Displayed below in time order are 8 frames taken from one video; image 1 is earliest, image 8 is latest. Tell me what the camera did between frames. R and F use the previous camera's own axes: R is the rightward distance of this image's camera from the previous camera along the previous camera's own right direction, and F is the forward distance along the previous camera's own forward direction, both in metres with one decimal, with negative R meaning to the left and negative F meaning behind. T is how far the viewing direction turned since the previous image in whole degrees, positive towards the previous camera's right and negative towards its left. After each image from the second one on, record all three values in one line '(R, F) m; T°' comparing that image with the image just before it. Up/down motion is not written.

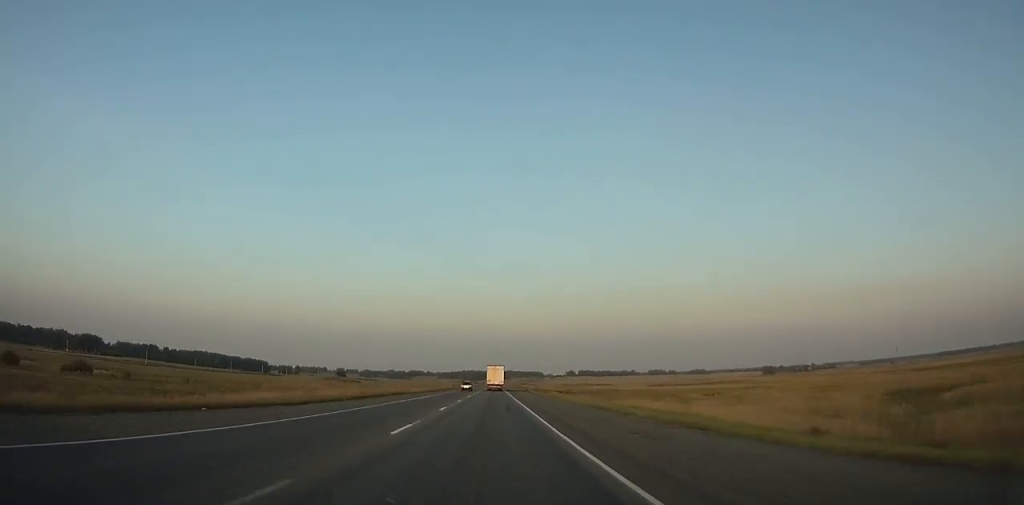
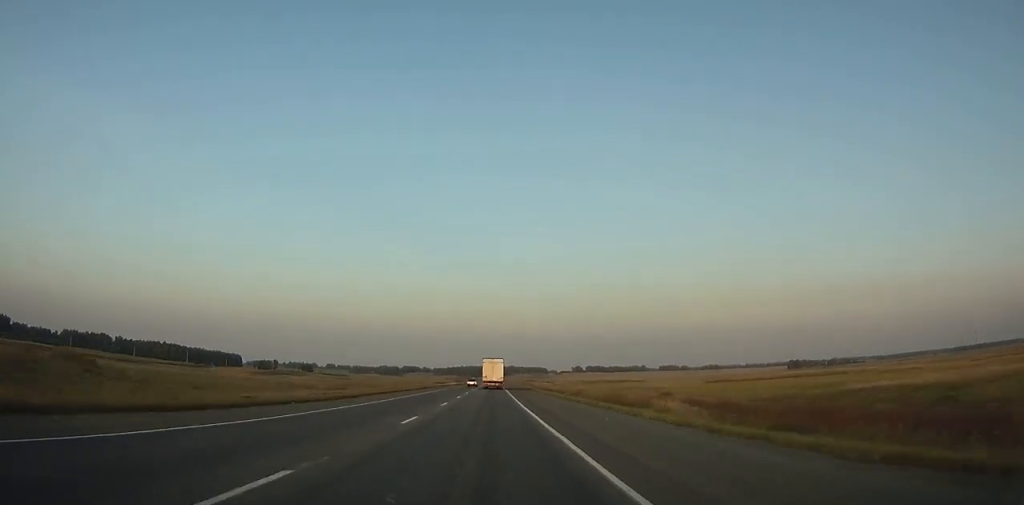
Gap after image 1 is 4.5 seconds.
(-0.2, +116.9) m; 0°
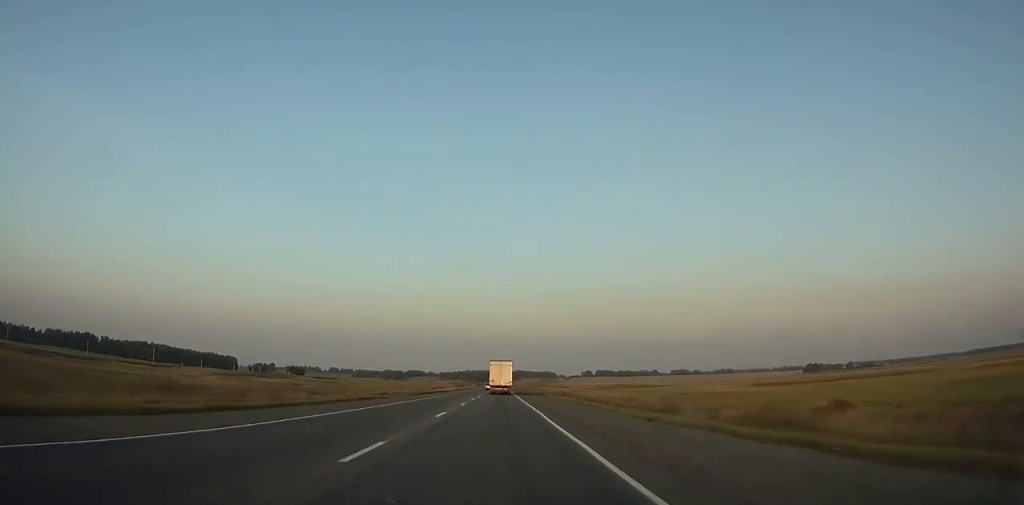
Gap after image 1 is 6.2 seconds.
(0.0, +44.7) m; 0°
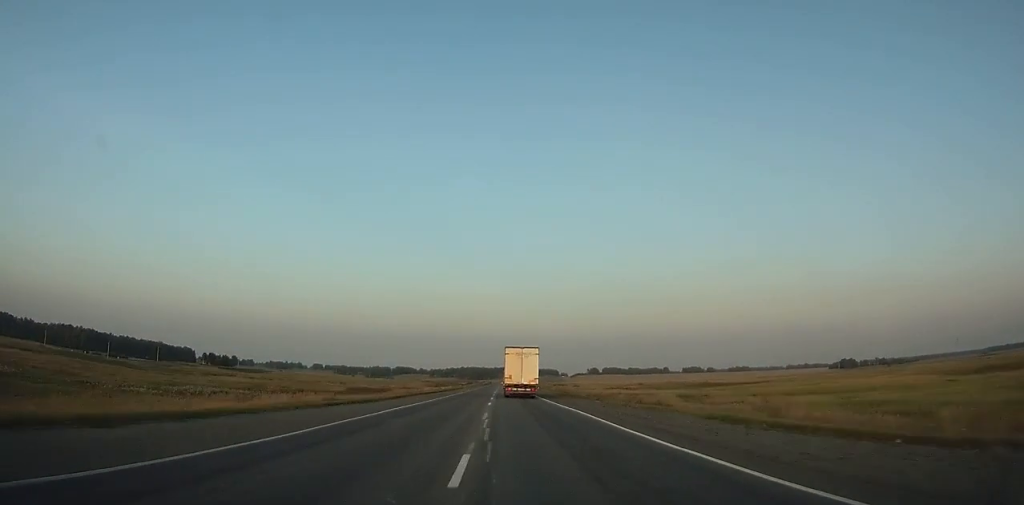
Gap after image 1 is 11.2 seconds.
(-0.6, +135.2) m; 0°
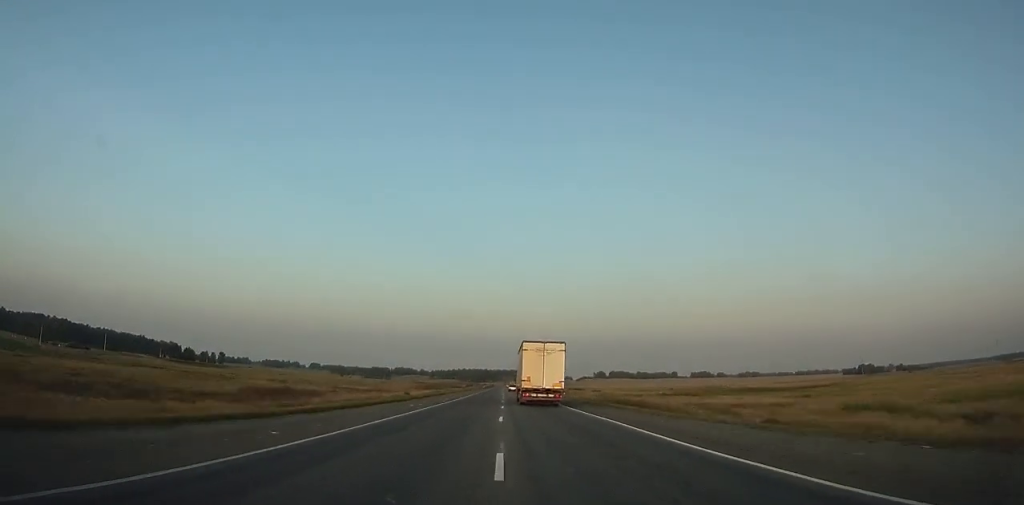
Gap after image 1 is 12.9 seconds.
(+0.1, +47.2) m; 0°
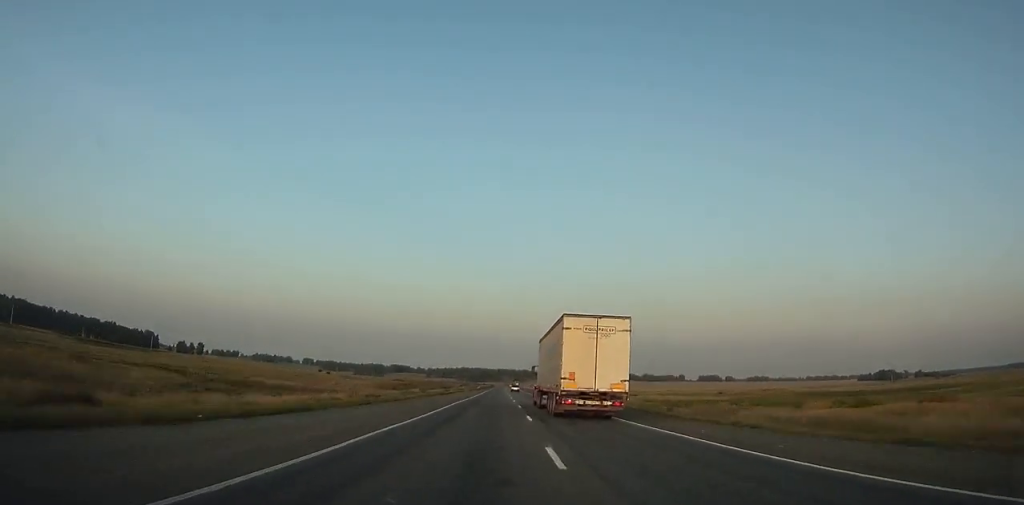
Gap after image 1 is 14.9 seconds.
(-0.2, +57.4) m; 0°
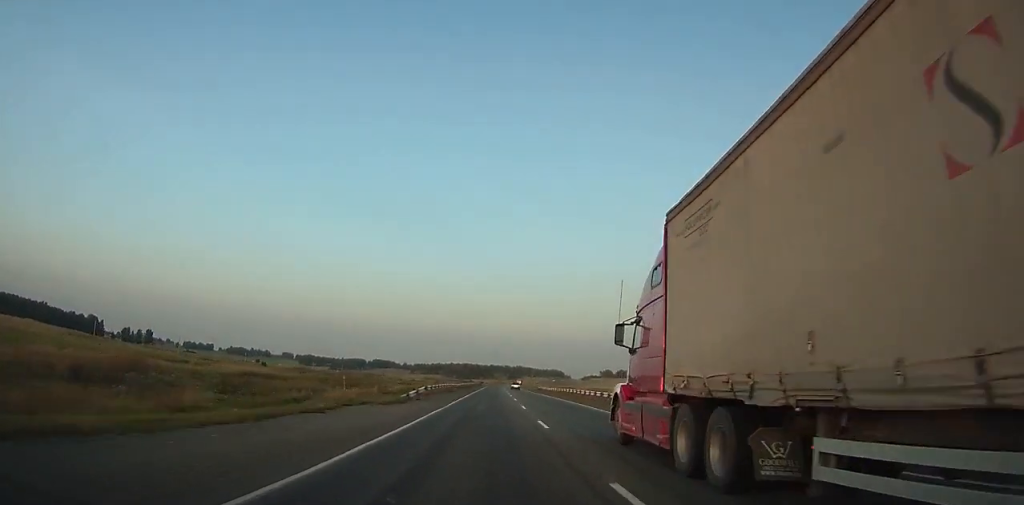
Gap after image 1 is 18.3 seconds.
(+0.5, +99.3) m; +1°
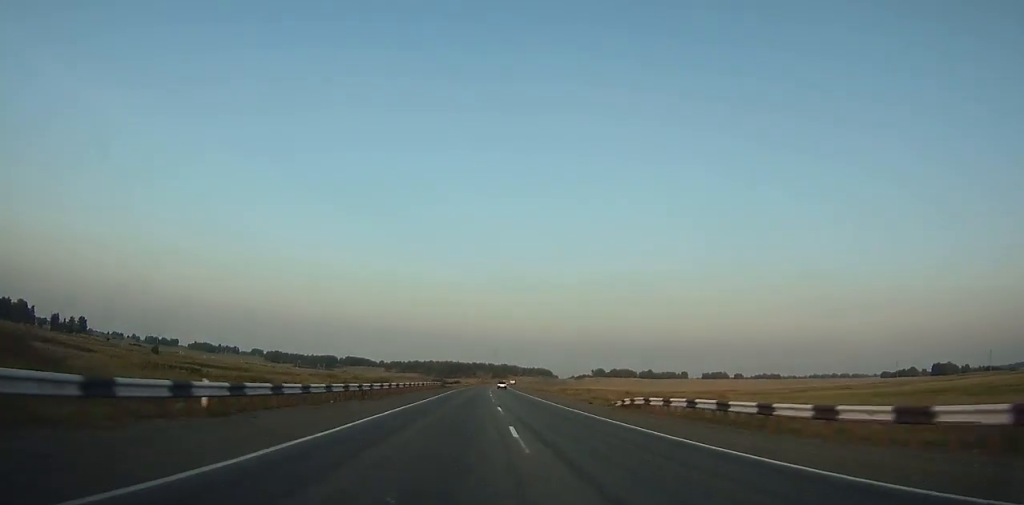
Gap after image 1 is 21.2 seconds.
(+0.7, +85.5) m; +1°
